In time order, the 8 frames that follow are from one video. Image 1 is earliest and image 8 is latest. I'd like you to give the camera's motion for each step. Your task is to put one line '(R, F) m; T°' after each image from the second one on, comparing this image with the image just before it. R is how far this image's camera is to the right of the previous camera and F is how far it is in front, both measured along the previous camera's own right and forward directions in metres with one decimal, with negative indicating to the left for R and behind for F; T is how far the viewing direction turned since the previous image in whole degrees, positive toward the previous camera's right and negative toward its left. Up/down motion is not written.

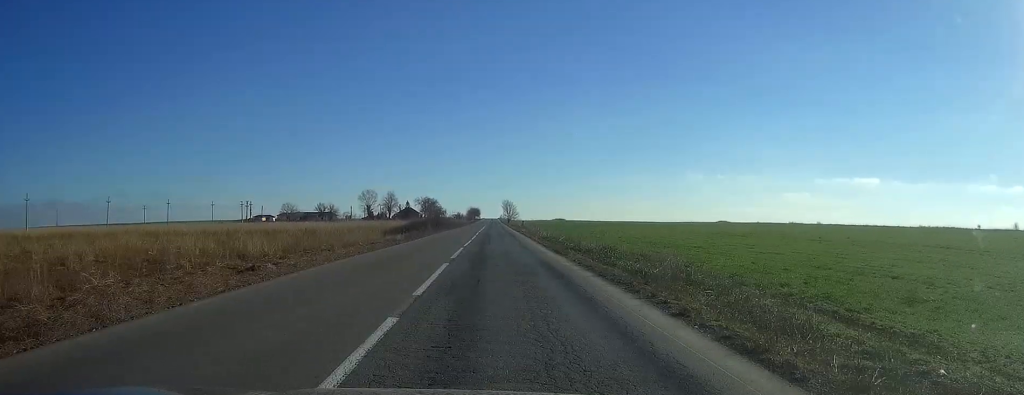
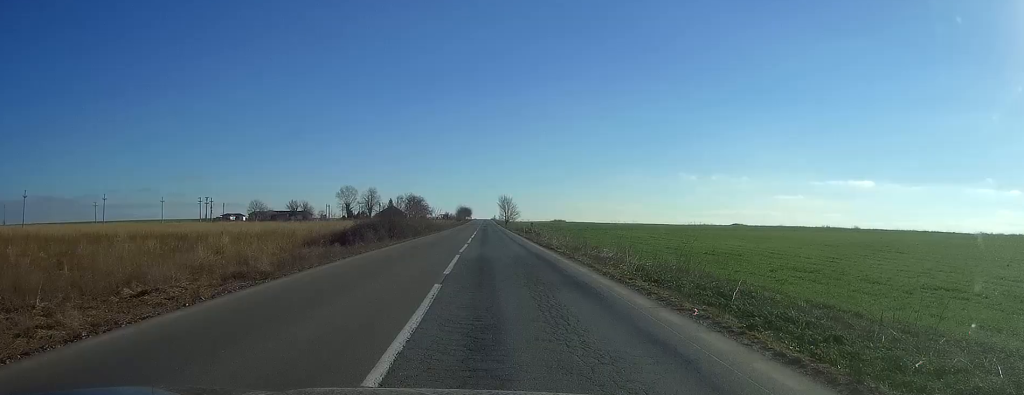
(0.0, +41.9) m; 0°
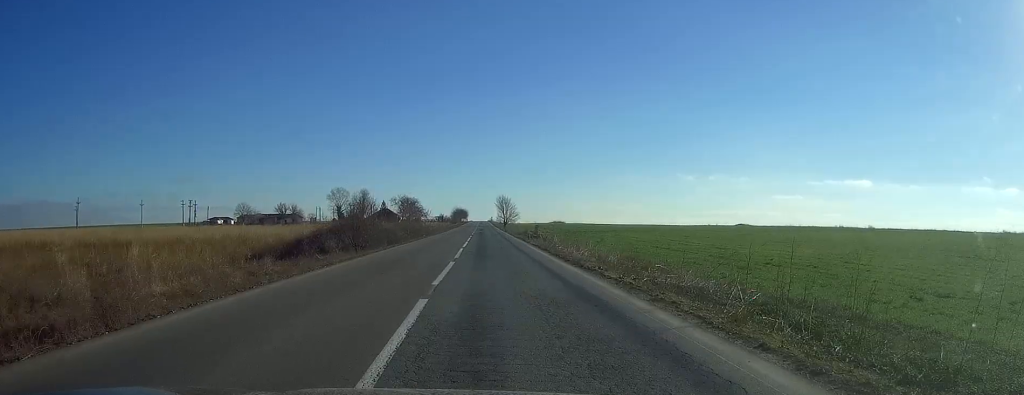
(0.0, +14.3) m; 0°
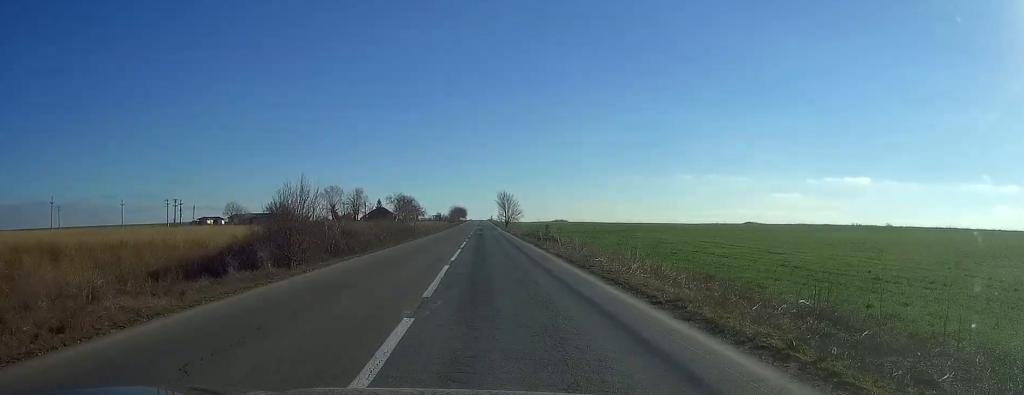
(0.0, +14.3) m; 0°
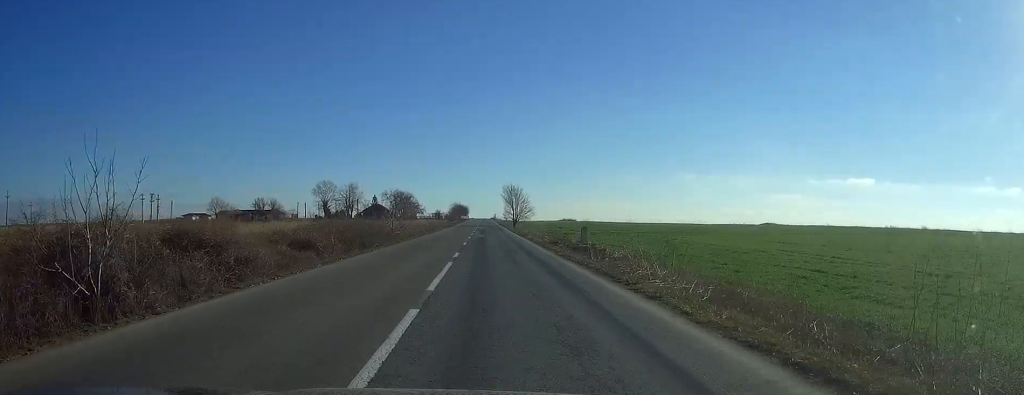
(0.0, +23.2) m; 0°
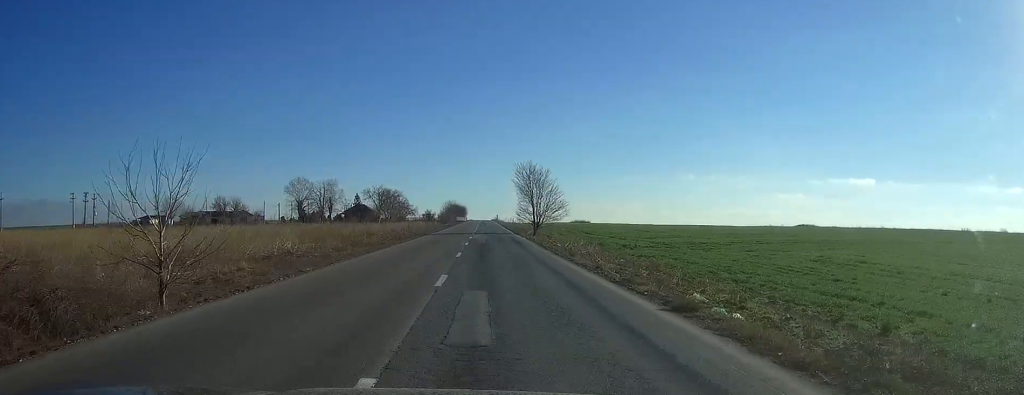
(0.0, +46.4) m; 0°
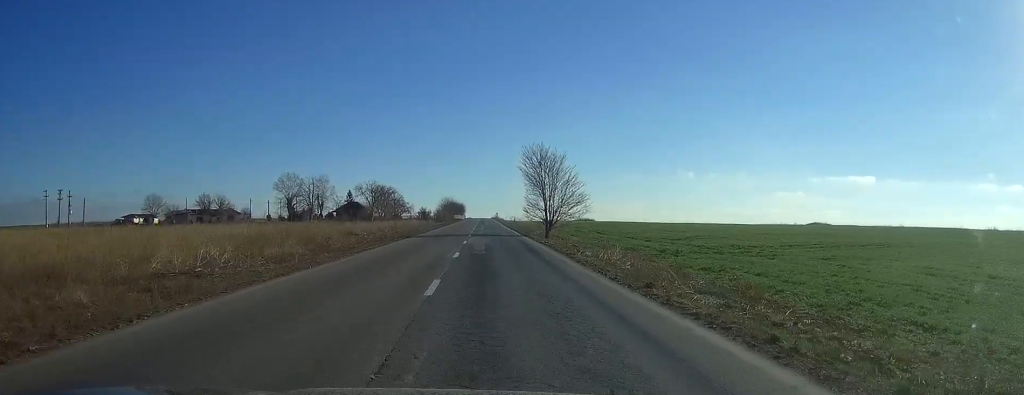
(0.0, +14.3) m; 0°
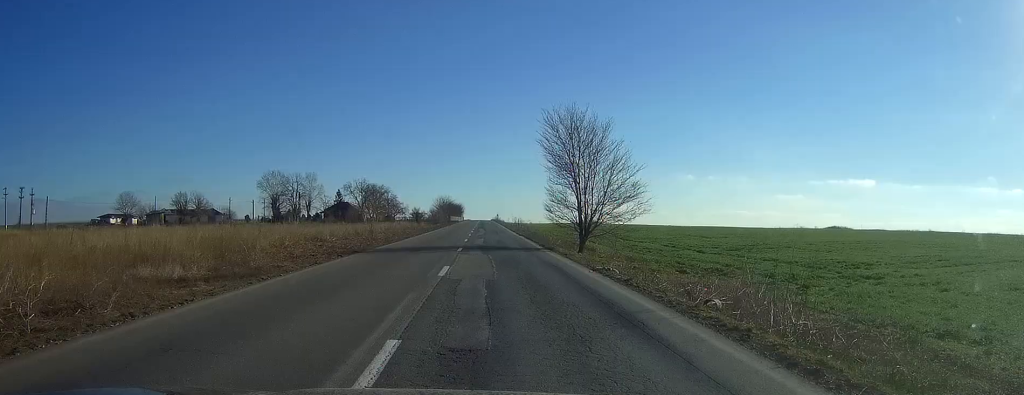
(0.0, +19.7) m; 0°
